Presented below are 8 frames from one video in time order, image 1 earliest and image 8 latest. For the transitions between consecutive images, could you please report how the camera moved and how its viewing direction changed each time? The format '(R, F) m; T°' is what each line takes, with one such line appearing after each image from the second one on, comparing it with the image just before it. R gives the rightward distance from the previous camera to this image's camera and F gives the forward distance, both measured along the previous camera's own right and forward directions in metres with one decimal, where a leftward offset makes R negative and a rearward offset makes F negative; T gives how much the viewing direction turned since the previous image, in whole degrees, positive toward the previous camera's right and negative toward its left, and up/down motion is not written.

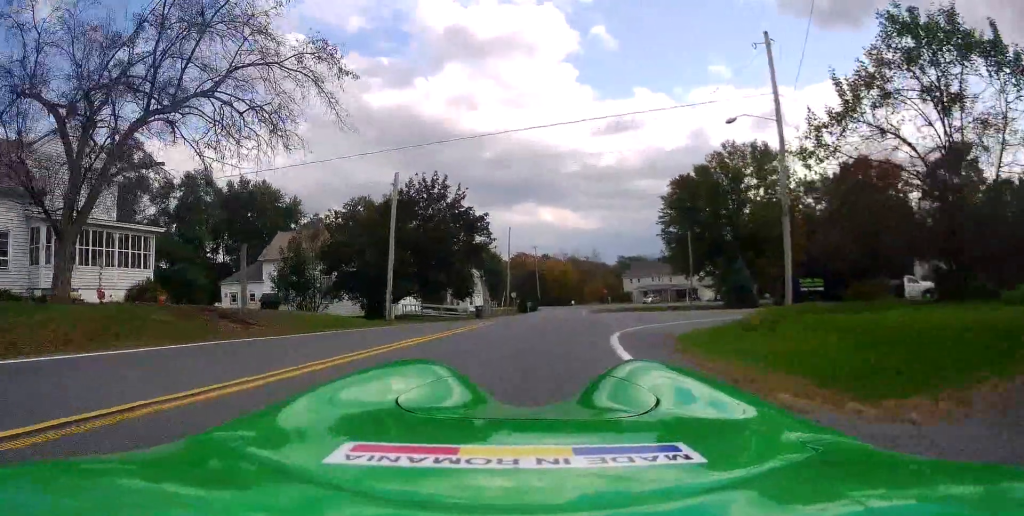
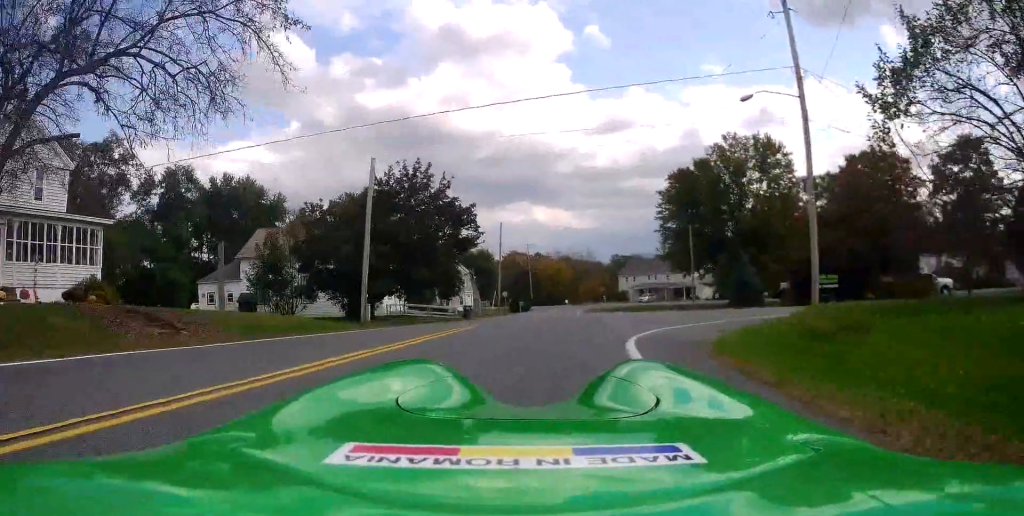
(0.0, +3.1) m; 0°
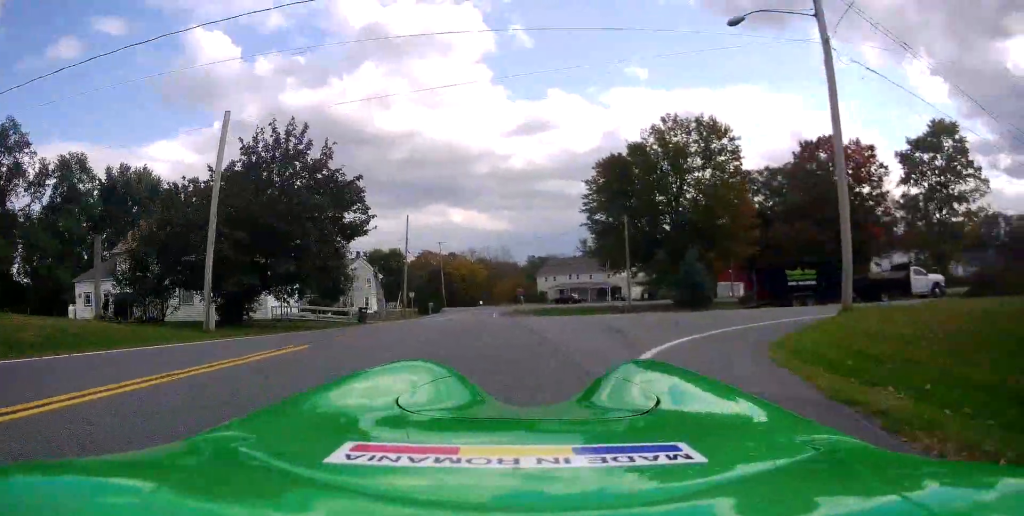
(0.0, +7.4) m; +4°
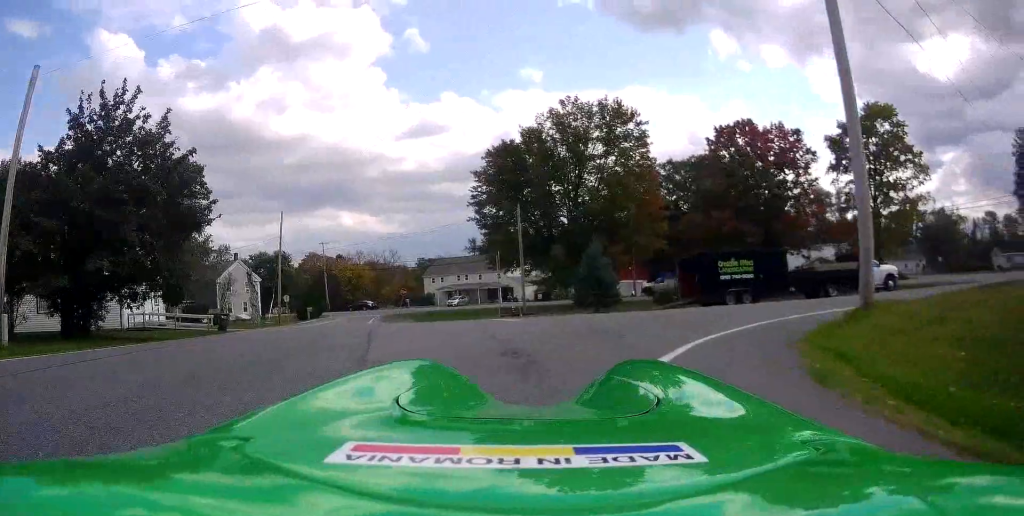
(+0.4, +5.4) m; +4°
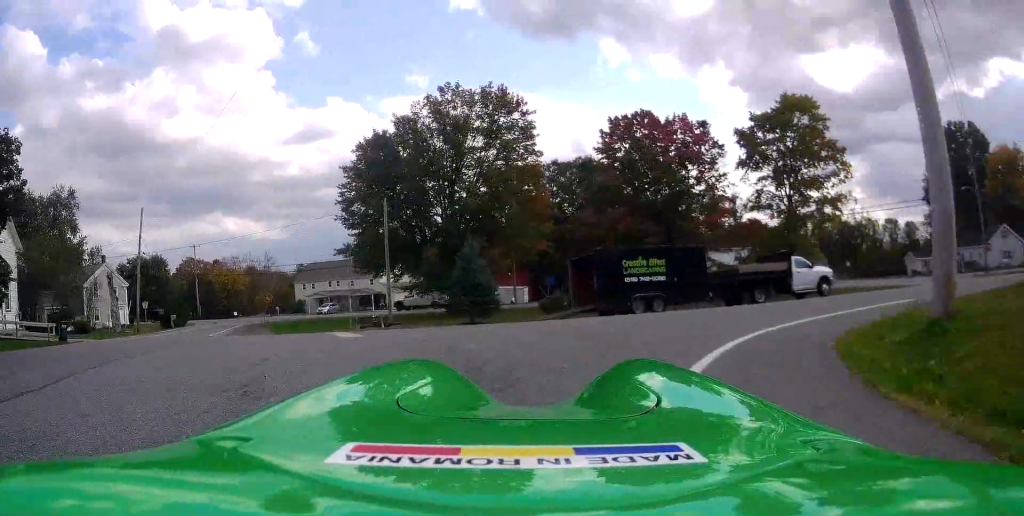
(+0.1, +4.9) m; +5°
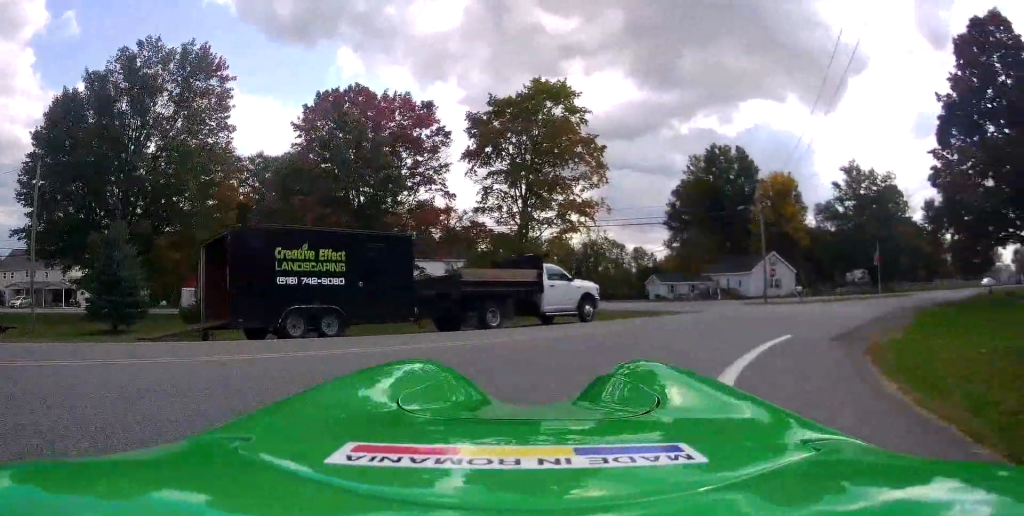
(+0.6, +7.8) m; +9°
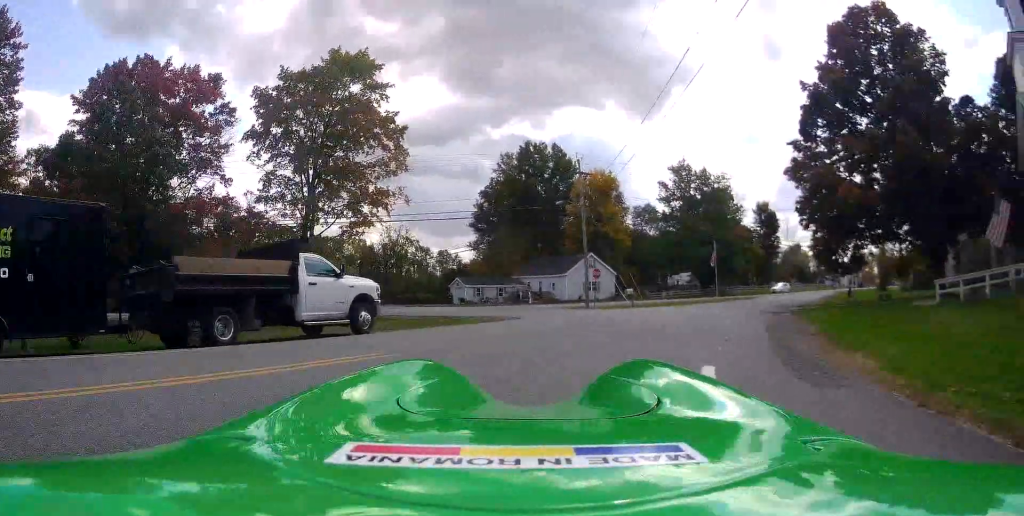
(+0.2, +5.1) m; +14°
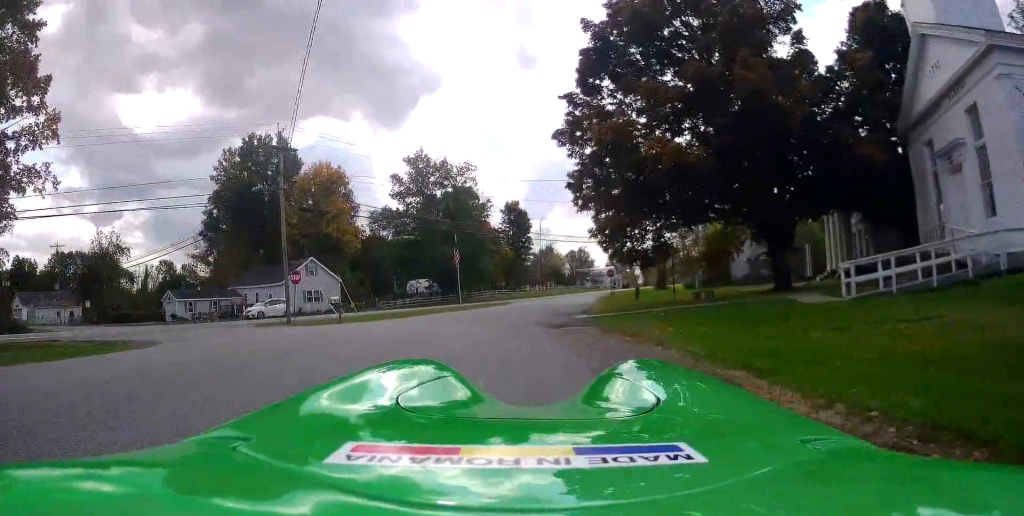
(+3.3, +7.6) m; +46°
